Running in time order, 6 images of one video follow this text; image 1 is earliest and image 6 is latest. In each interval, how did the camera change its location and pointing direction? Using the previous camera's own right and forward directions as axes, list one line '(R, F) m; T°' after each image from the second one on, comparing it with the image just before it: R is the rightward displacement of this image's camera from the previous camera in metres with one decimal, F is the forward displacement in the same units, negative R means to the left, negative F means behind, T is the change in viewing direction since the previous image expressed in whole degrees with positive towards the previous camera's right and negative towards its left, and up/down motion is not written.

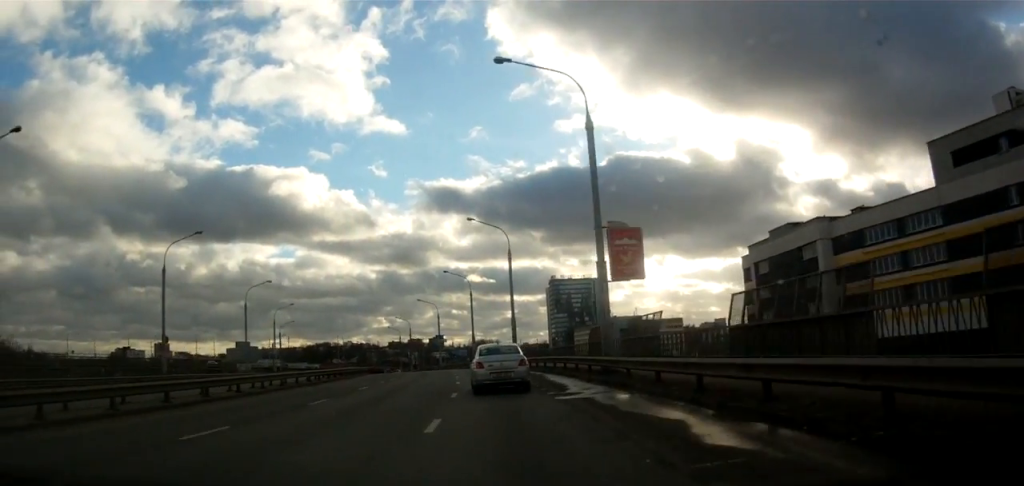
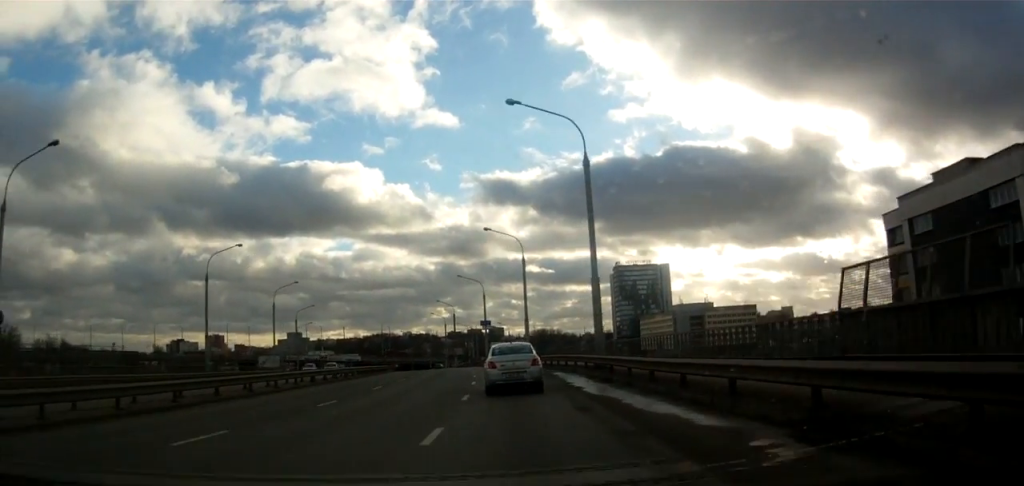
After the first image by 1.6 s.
(-1.4, +25.1) m; -6°
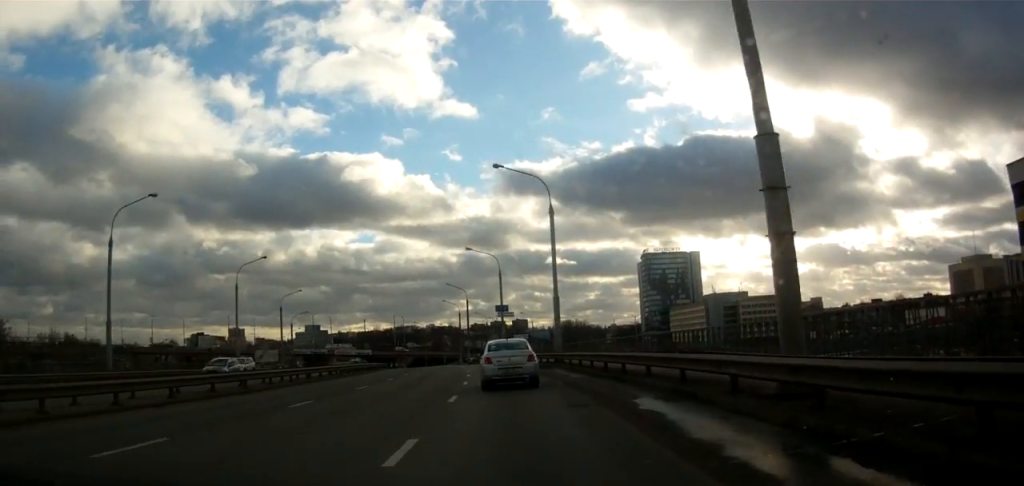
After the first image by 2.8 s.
(-0.4, +18.2) m; -3°
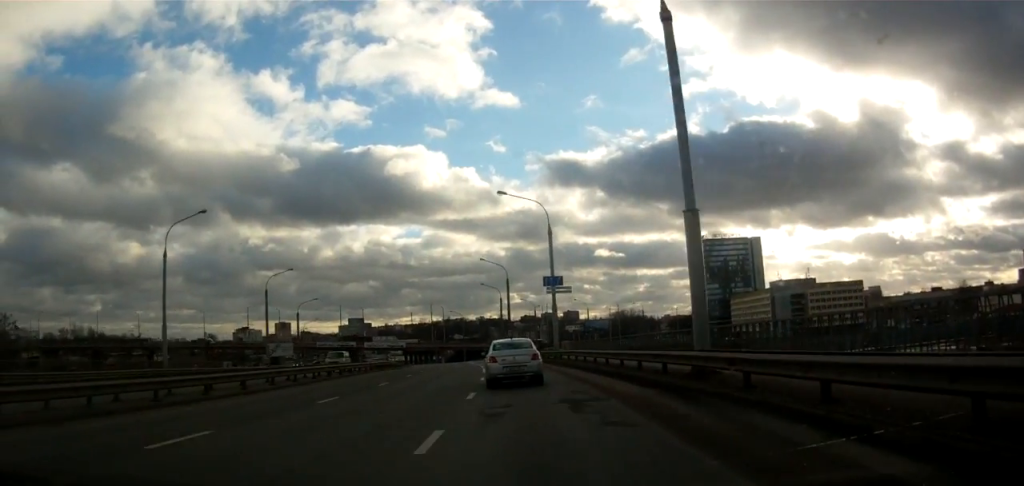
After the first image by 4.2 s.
(-0.9, +23.0) m; -4°
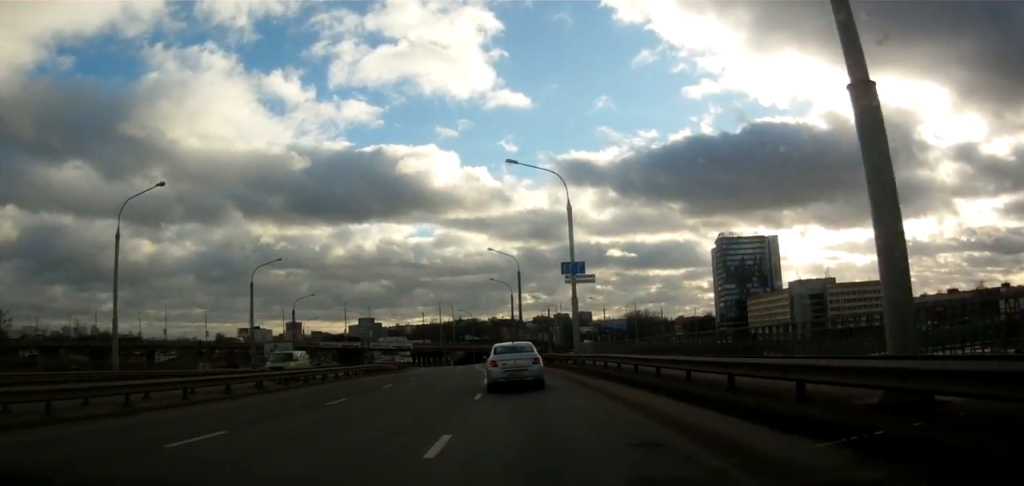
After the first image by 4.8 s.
(-0.1, +8.1) m; -1°
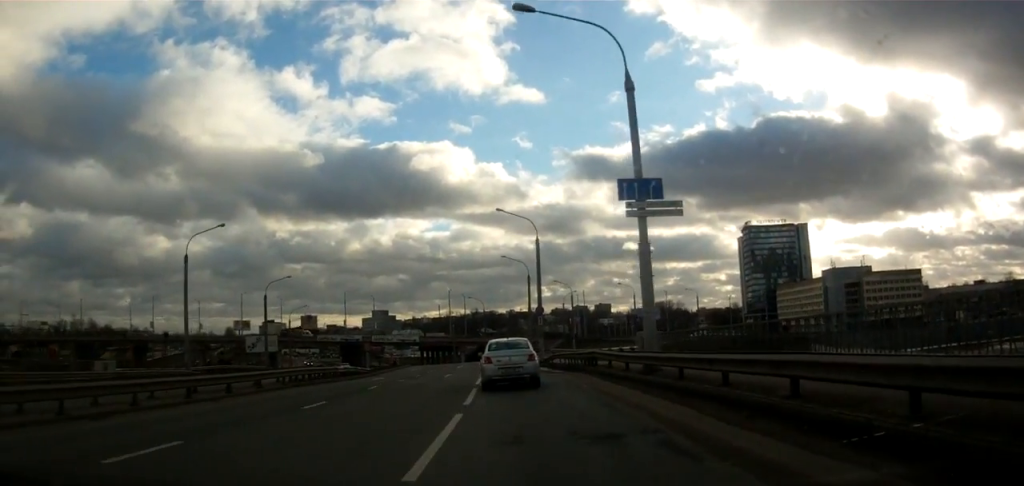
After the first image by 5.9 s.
(-0.5, +17.5) m; -2°
